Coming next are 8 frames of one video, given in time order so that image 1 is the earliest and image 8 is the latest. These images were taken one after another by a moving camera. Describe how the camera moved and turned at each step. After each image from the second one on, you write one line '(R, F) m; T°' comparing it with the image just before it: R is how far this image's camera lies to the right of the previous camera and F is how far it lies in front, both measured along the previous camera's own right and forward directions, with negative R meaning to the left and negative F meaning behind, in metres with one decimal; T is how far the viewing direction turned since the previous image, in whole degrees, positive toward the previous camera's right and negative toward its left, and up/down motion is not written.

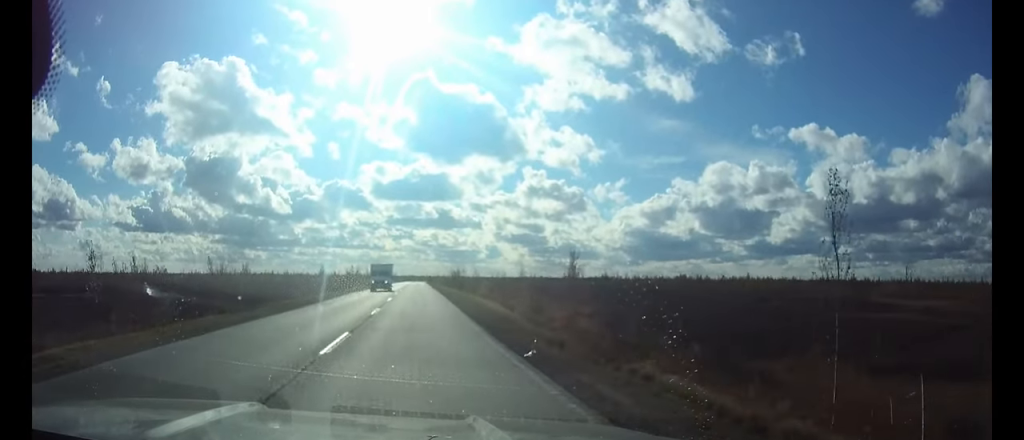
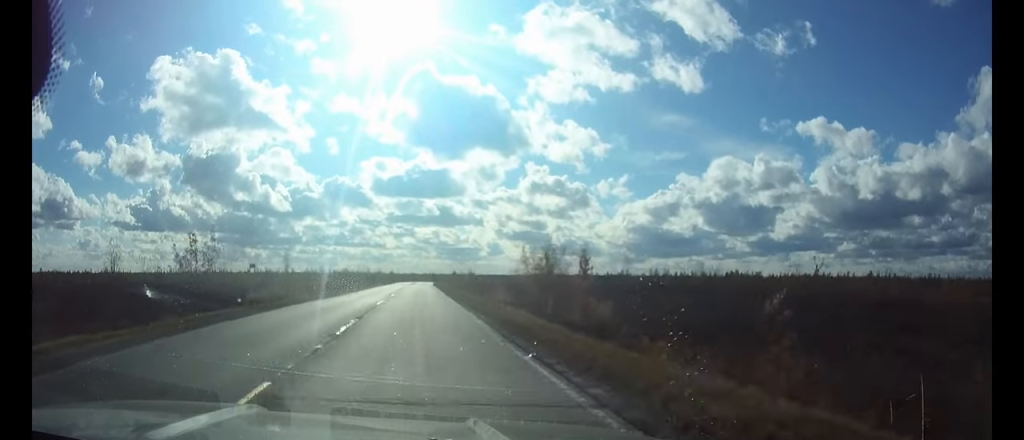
(-0.1, +80.7) m; 0°
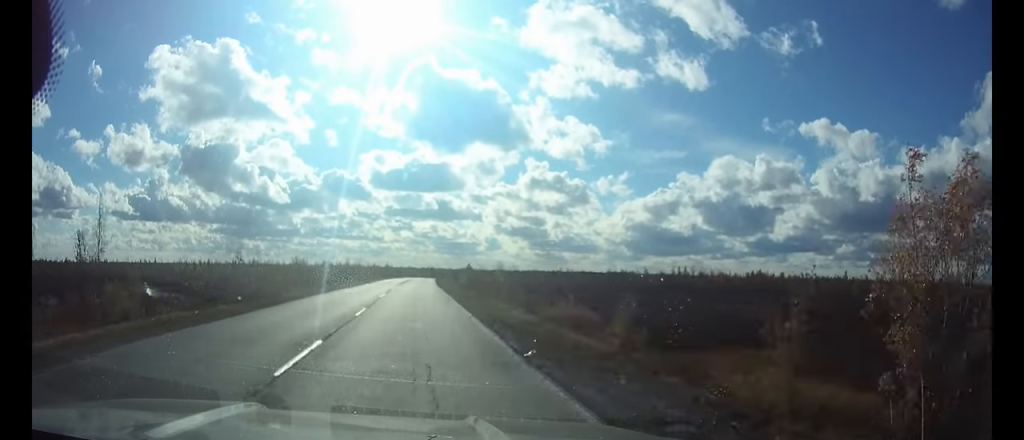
(0.0, +30.2) m; 0°
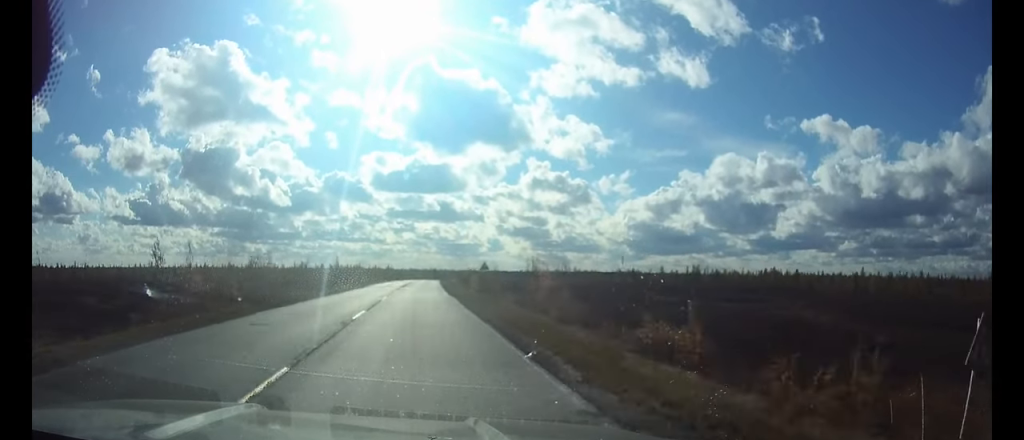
(0.0, +13.7) m; 0°
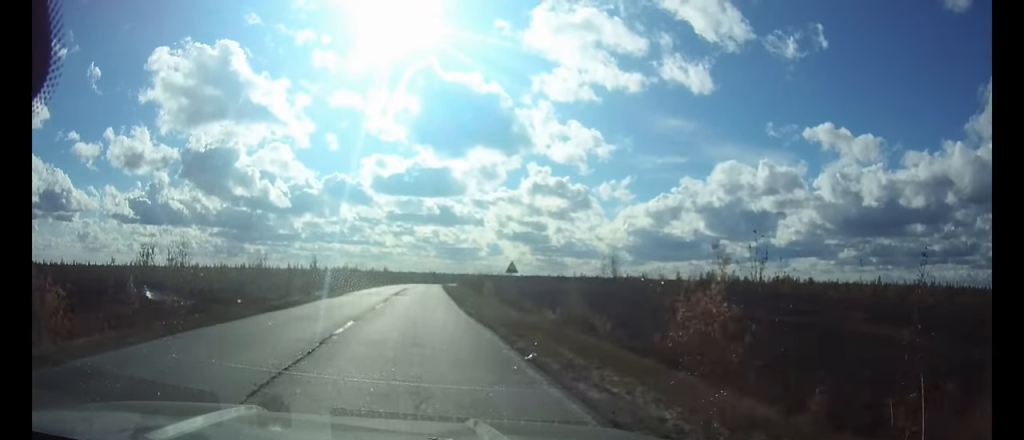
(0.0, +15.8) m; 0°
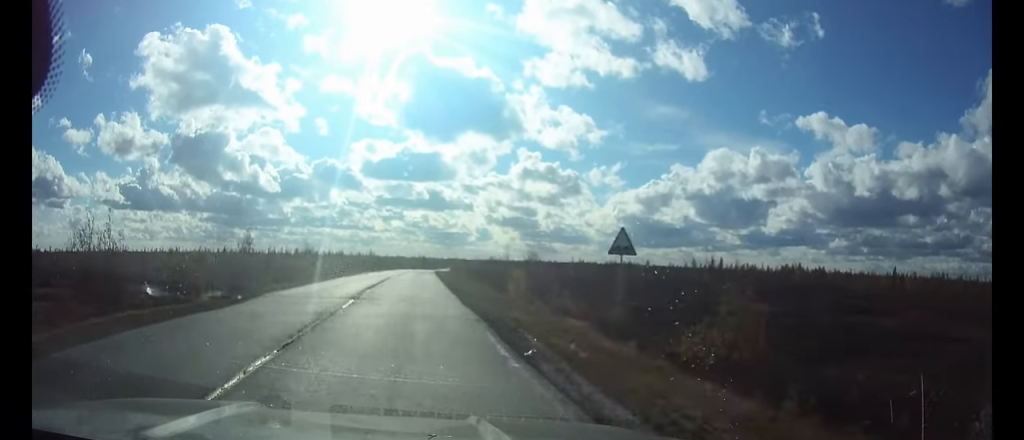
(+0.1, +21.1) m; 0°
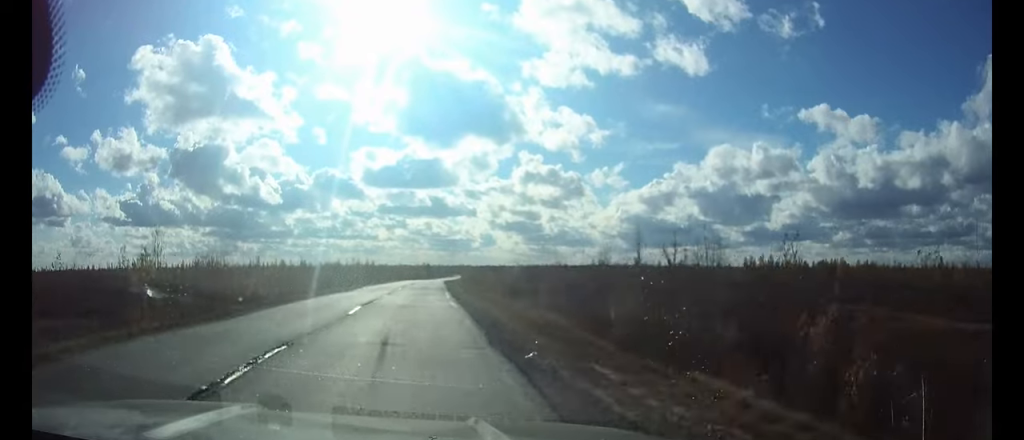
(+0.1, +34.3) m; 0°
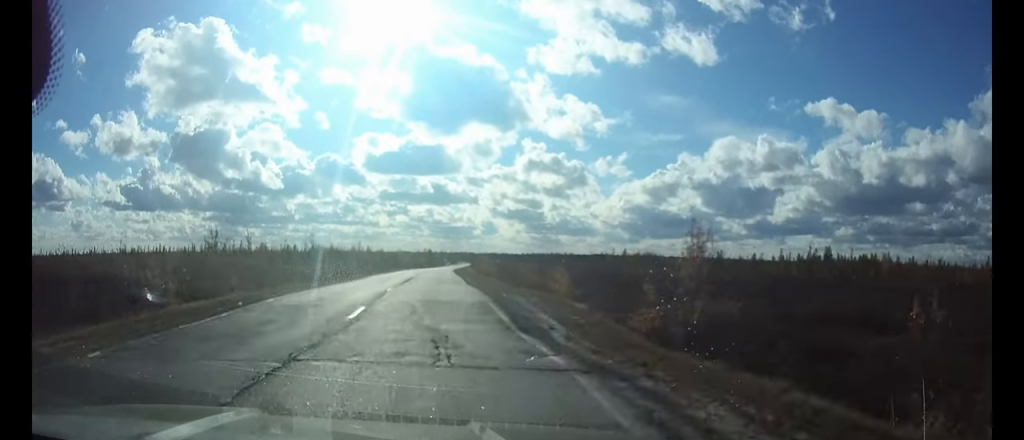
(+0.1, +29.9) m; +1°
